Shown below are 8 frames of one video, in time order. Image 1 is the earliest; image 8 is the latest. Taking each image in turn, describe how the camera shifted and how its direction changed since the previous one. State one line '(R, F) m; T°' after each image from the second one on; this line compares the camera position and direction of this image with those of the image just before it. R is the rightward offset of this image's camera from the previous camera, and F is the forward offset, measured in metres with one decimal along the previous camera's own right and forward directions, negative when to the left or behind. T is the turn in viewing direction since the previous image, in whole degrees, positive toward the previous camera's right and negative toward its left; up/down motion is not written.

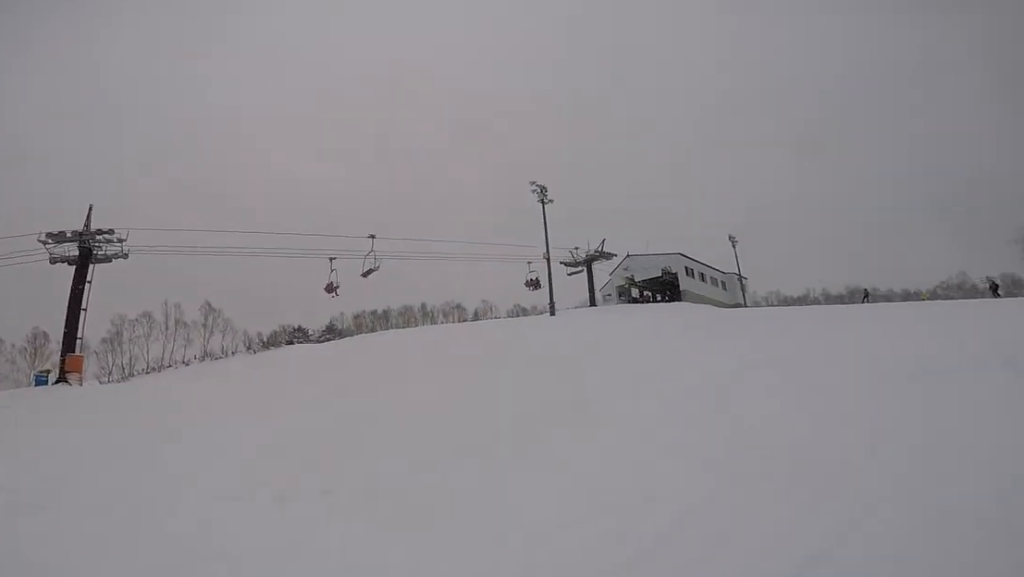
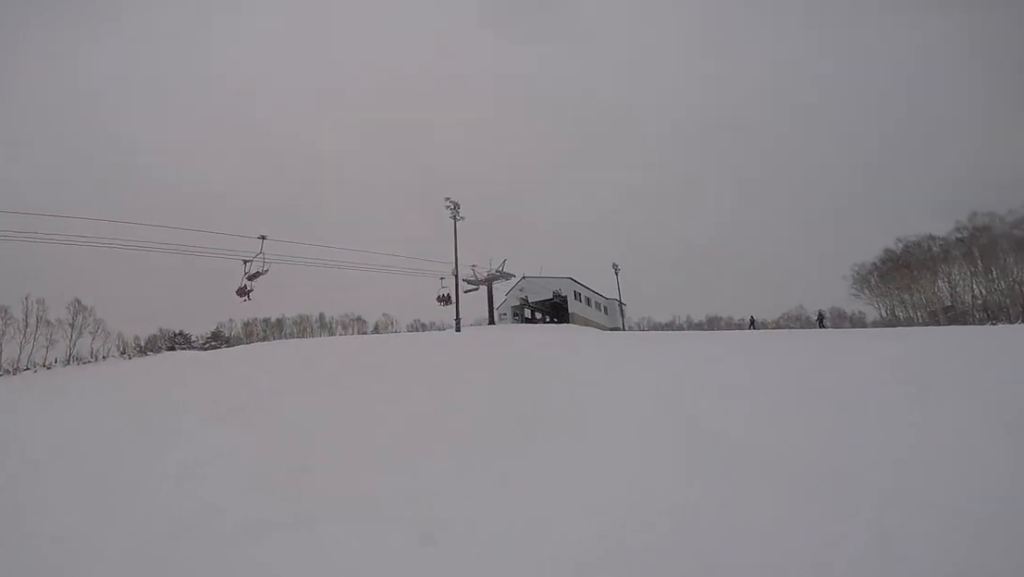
(+0.8, +1.0) m; +2°
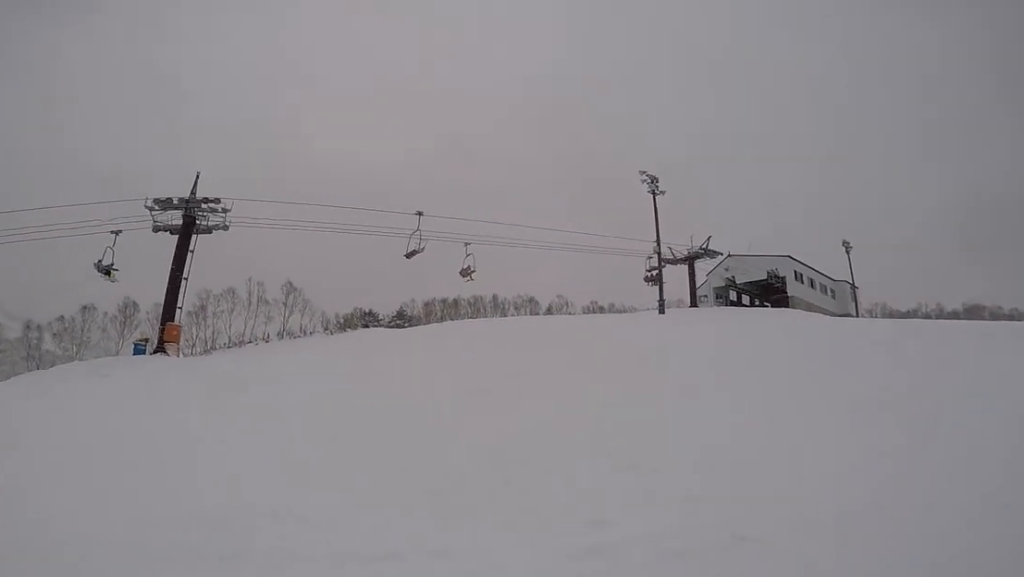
(-0.6, +1.9) m; -5°
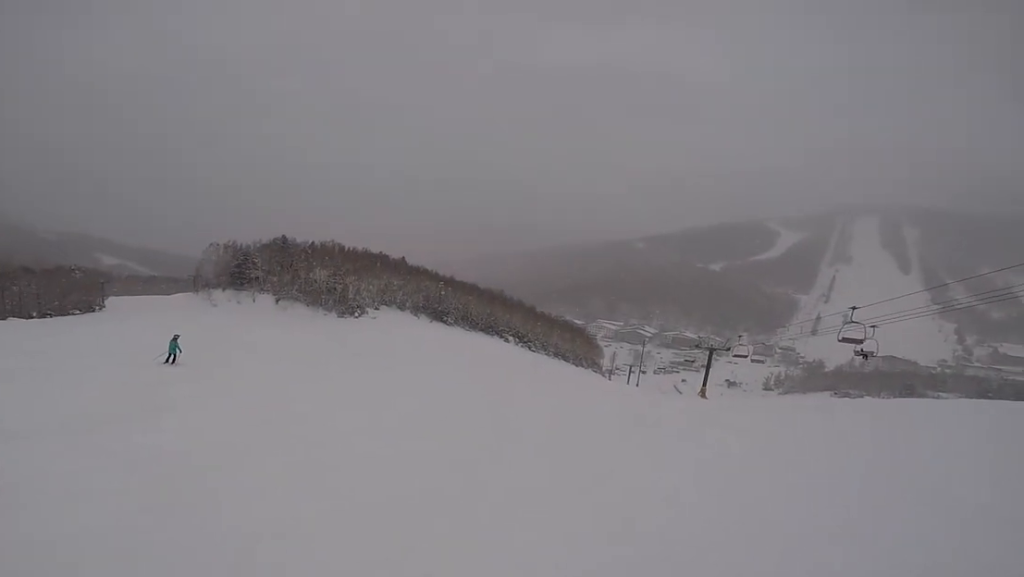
(-1.5, +5.1) m; -60°
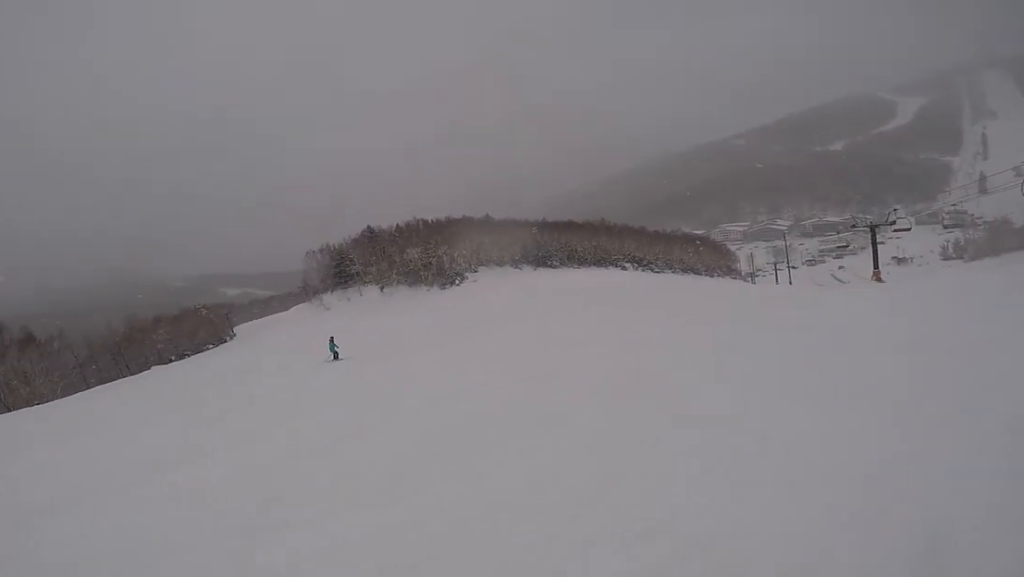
(-2.0, +3.9) m; -36°
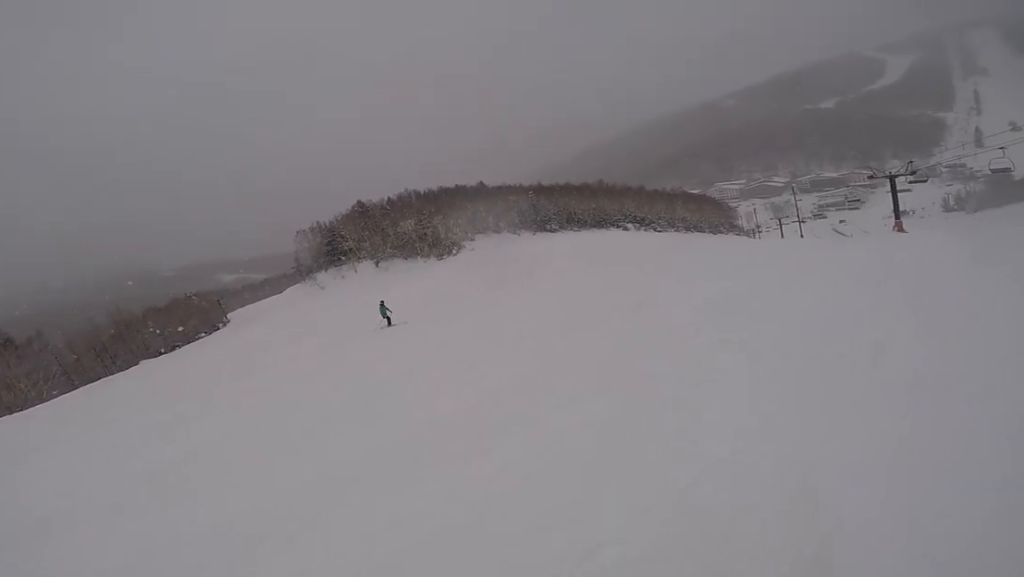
(-0.3, +4.3) m; -5°
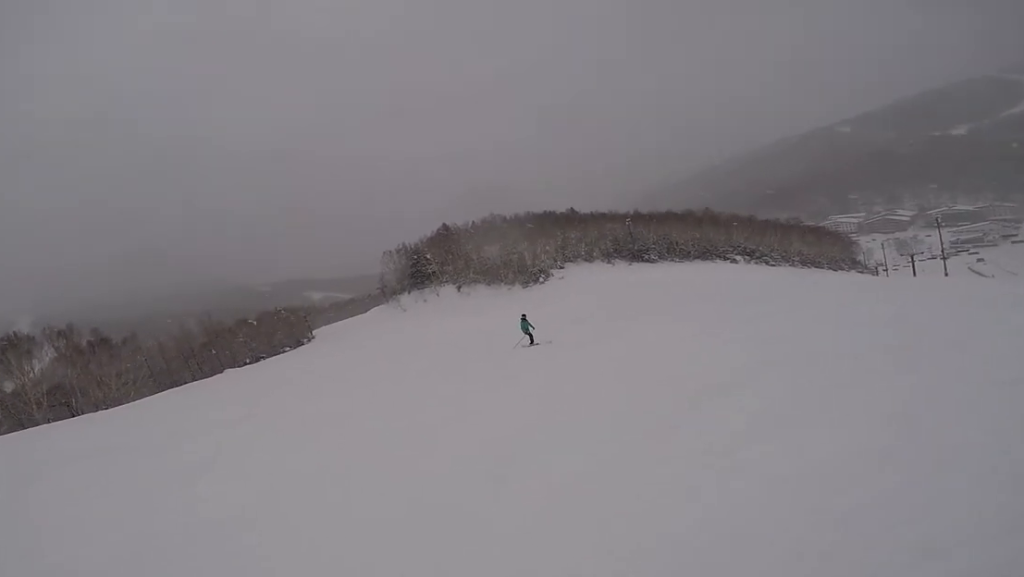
(-0.1, +3.6) m; -6°
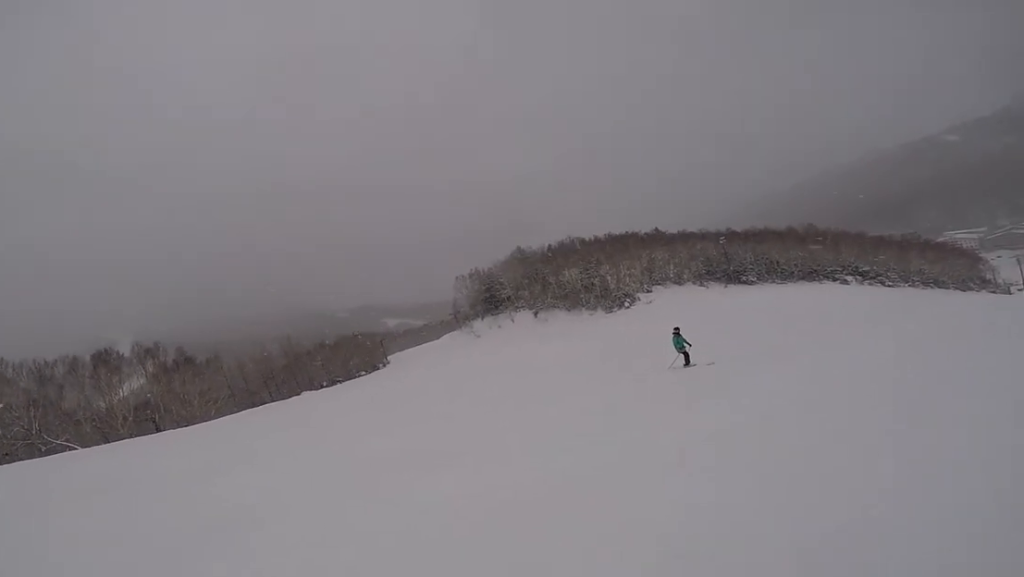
(-0.1, +2.7) m; -3°
